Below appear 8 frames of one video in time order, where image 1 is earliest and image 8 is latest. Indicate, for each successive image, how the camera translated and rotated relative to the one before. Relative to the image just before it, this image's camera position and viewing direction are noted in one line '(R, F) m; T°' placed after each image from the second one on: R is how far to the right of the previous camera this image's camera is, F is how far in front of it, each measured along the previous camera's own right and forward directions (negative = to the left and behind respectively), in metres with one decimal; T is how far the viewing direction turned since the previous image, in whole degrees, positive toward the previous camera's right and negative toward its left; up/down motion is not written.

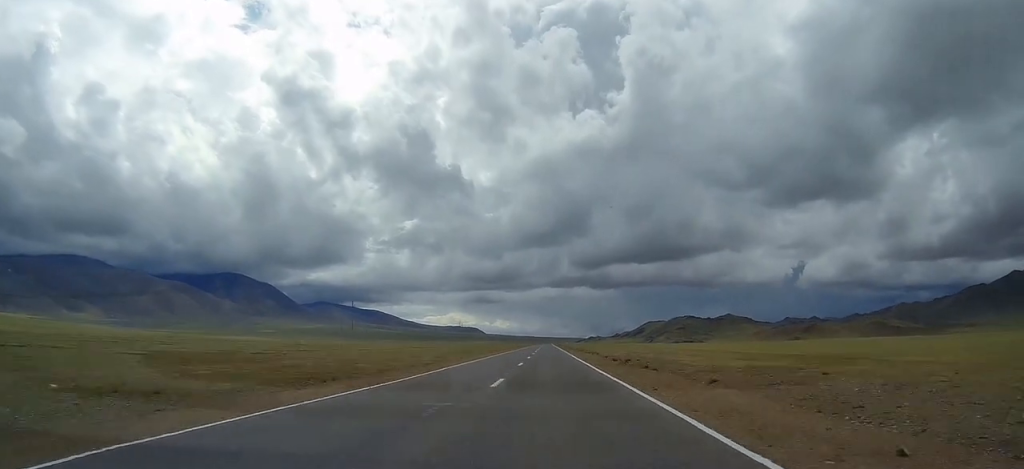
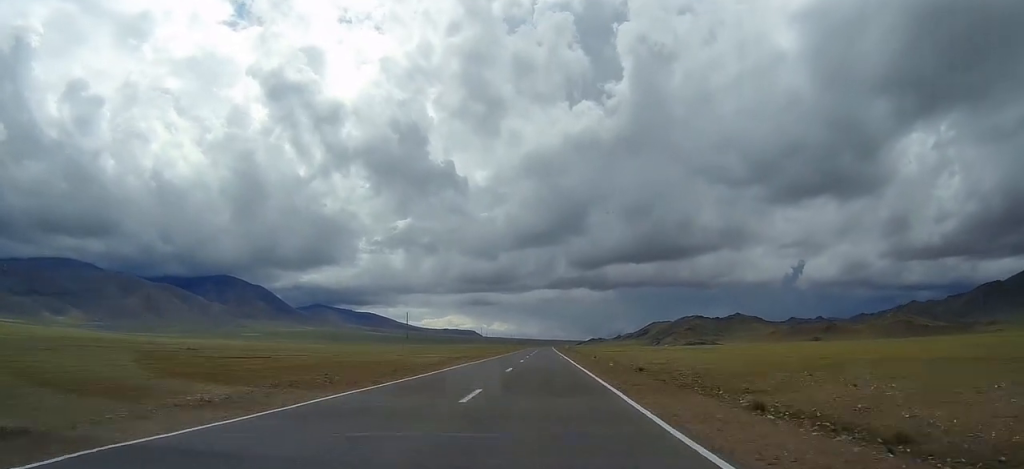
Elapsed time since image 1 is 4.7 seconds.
(-0.1, +136.6) m; 0°
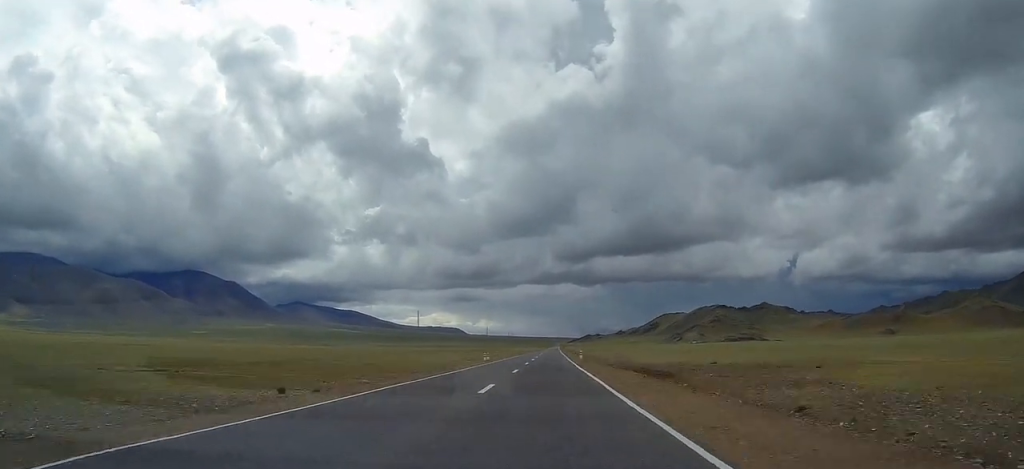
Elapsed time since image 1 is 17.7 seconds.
(+4.1, +381.7) m; +1°
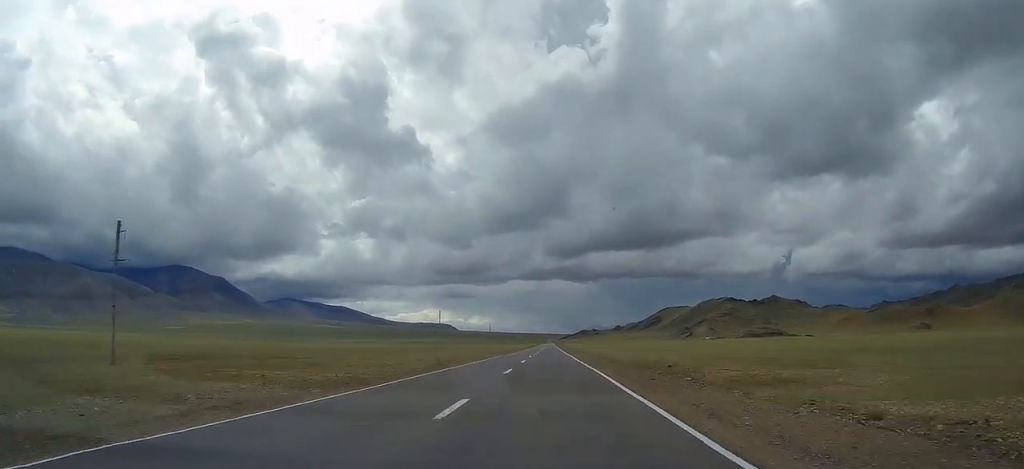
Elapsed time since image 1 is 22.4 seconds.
(+0.7, +137.4) m; 0°
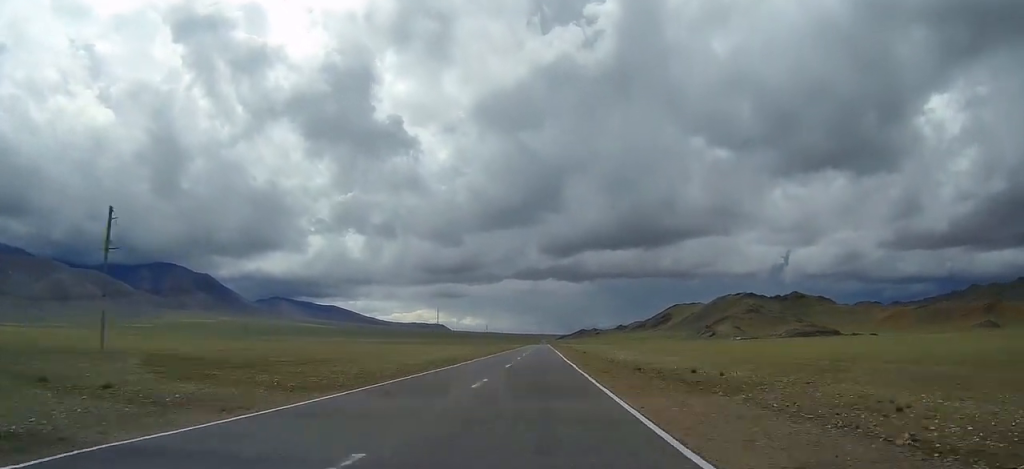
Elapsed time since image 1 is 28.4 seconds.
(+0.4, +176.5) m; 0°
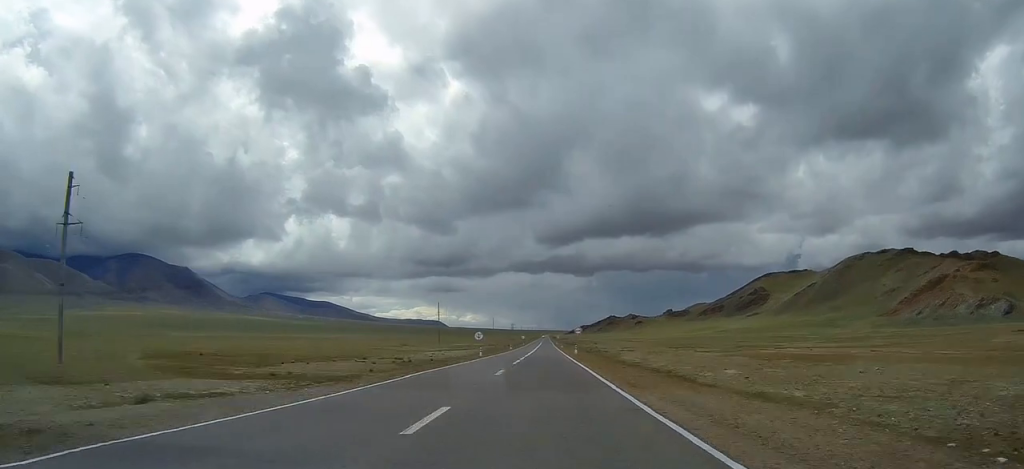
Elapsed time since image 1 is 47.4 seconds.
(0.0, +557.5) m; 0°
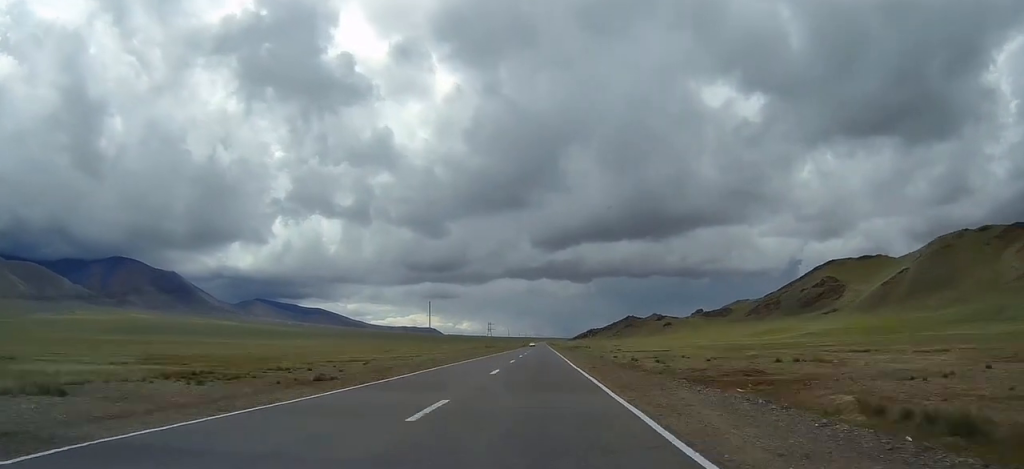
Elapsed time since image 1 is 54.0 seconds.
(+0.4, +191.9) m; 0°
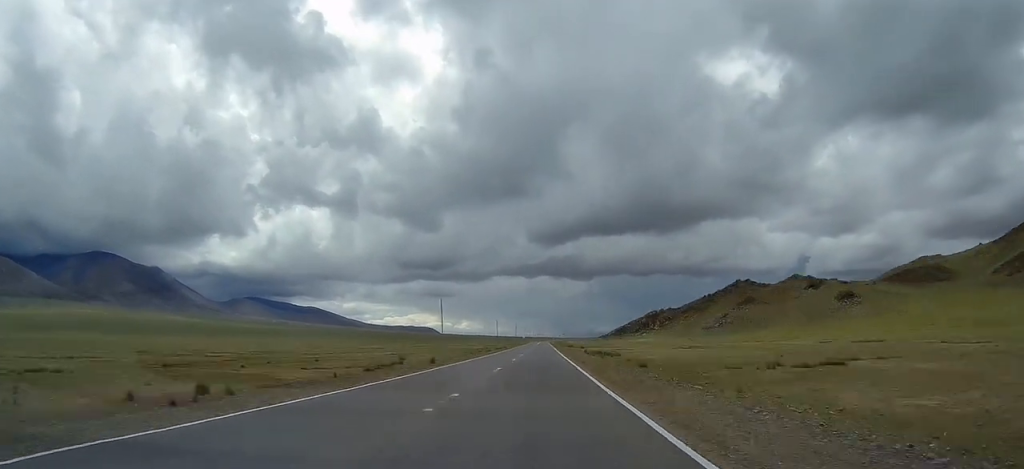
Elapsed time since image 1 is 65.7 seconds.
(-0.1, +330.6) m; +3°
